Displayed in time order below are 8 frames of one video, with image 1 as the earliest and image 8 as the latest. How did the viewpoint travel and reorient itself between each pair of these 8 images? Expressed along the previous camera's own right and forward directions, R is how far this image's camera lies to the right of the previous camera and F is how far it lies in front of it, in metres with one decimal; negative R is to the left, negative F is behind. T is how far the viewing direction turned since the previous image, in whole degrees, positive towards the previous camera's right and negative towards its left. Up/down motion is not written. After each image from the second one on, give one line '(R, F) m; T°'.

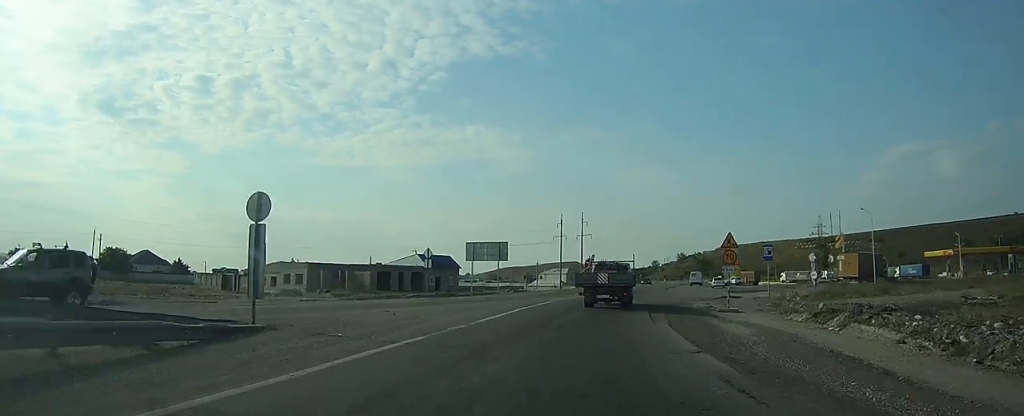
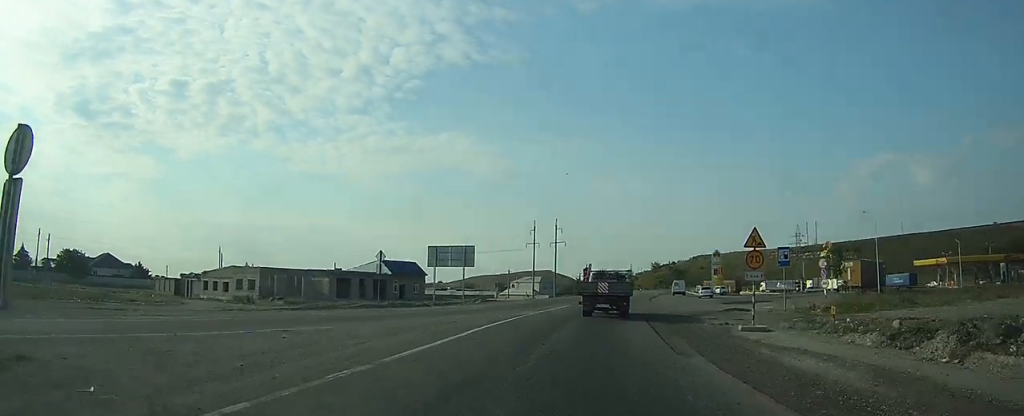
(+0.1, +6.4) m; +2°
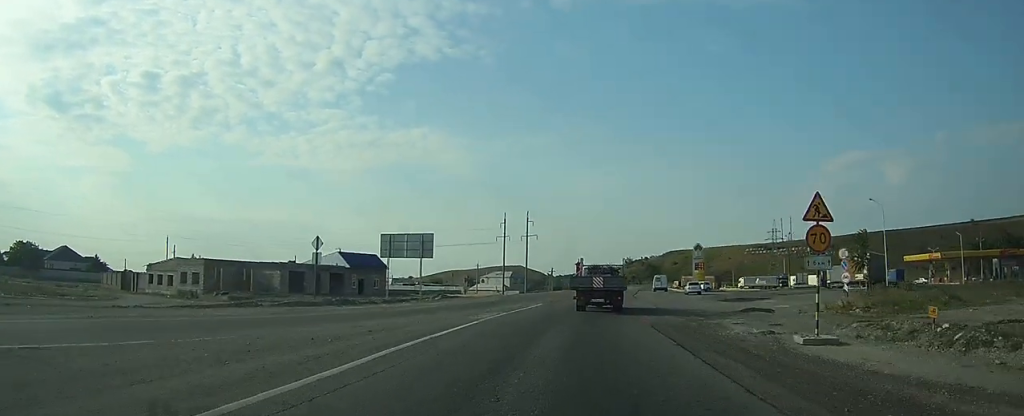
(-0.1, +6.9) m; +2°
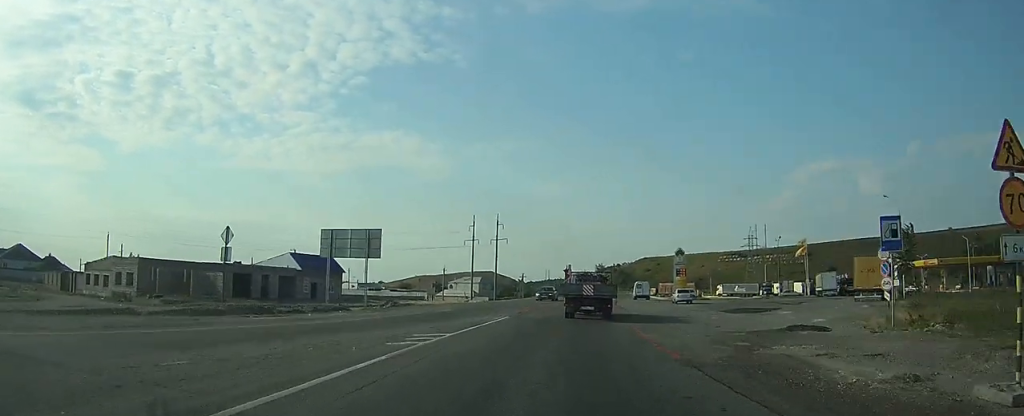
(+0.3, +7.4) m; +4°
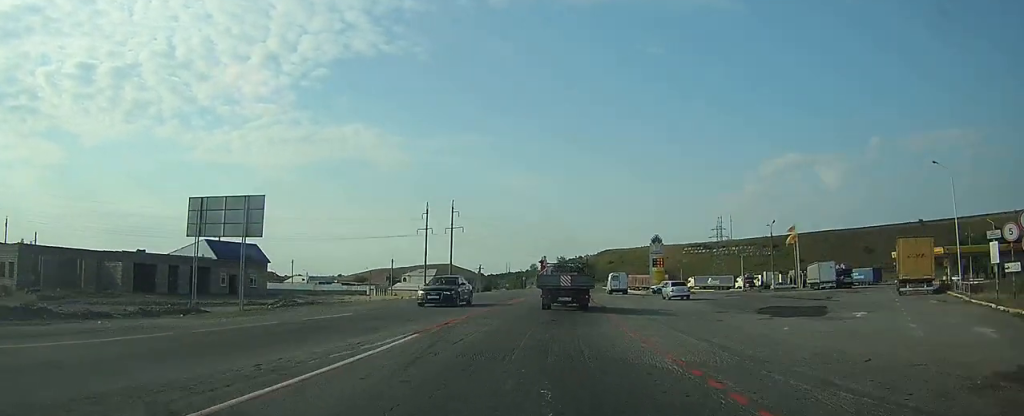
(+0.7, +12.1) m; +5°
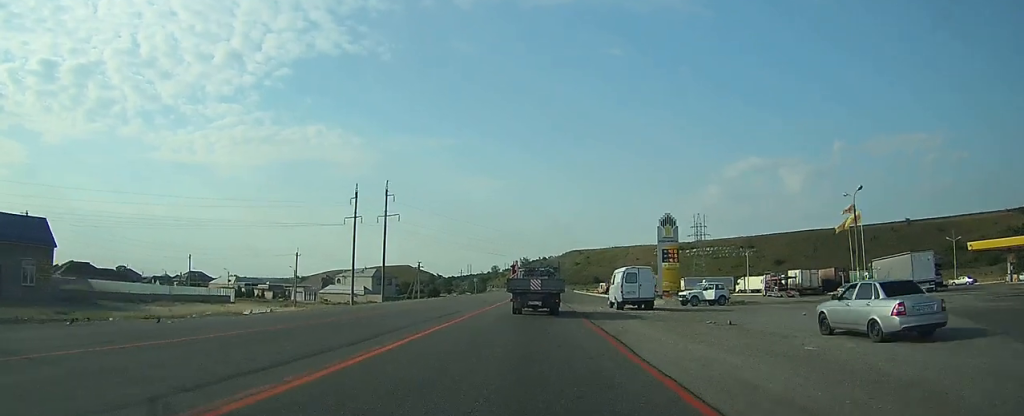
(+2.2, +30.4) m; +6°
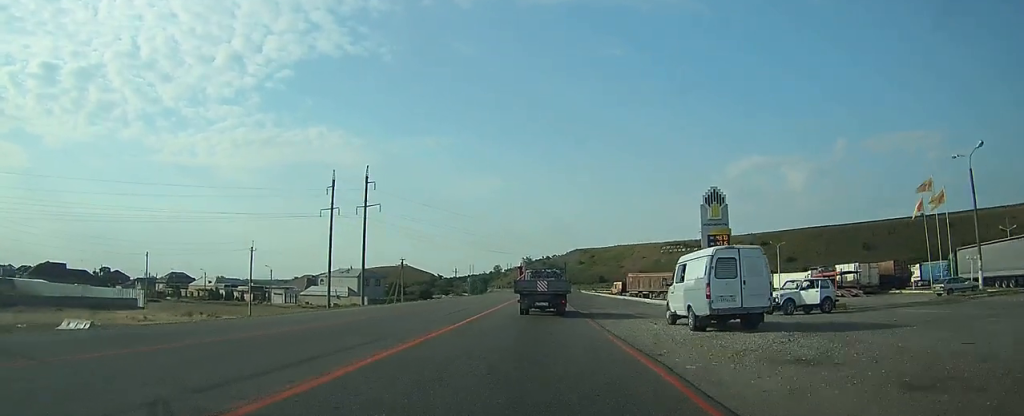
(+0.1, +15.0) m; +1°
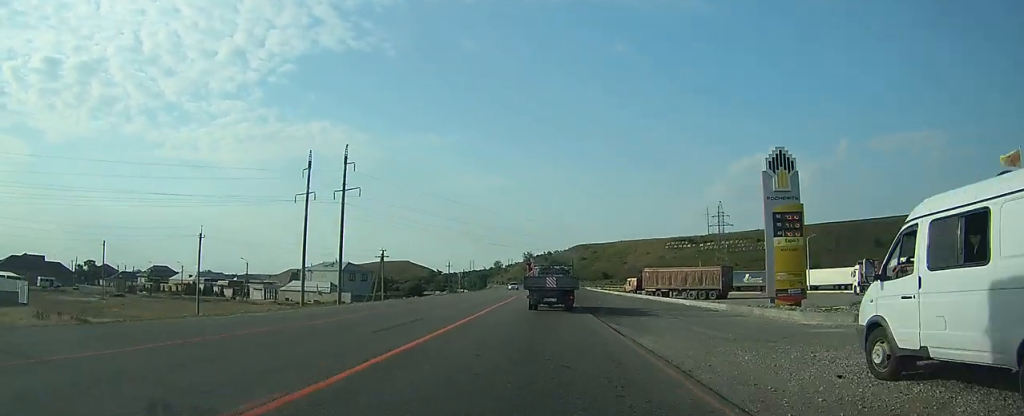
(+0.1, +11.6) m; 0°
